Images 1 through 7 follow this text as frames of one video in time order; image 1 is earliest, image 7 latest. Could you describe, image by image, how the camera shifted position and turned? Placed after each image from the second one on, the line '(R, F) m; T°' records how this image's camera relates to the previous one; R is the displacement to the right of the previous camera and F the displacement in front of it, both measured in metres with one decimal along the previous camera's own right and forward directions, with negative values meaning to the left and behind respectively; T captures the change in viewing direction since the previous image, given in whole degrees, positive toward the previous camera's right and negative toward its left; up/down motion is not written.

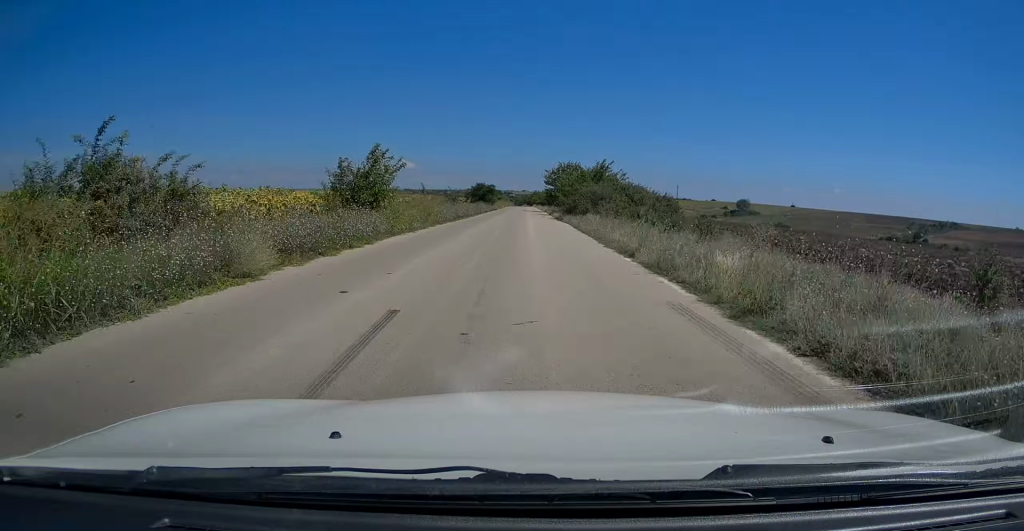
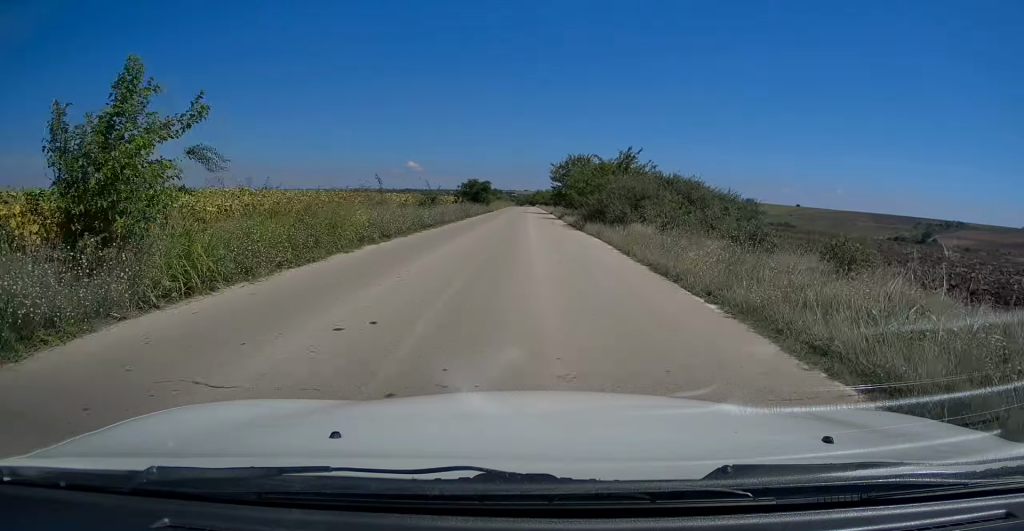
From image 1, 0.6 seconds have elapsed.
(0.0, +13.0) m; 0°
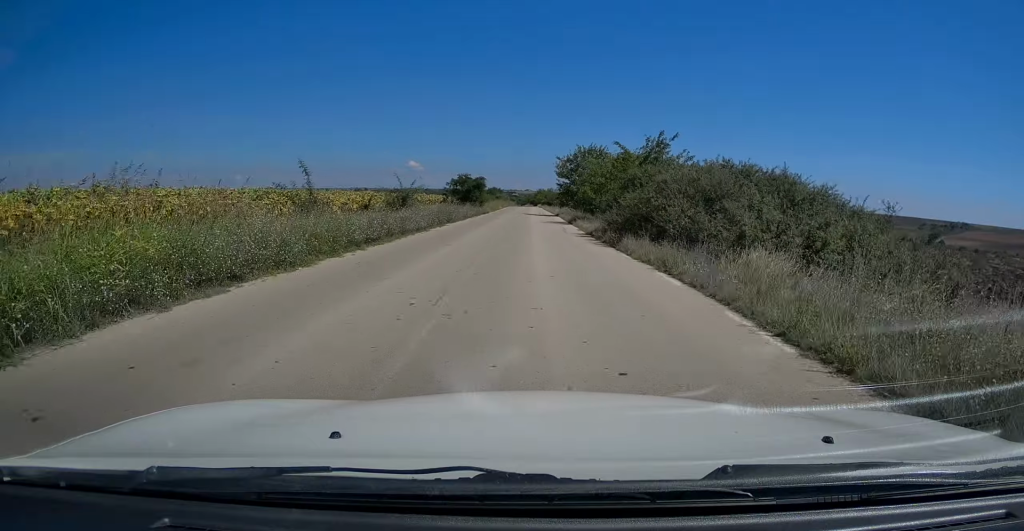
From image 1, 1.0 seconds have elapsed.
(-0.1, +9.9) m; 0°
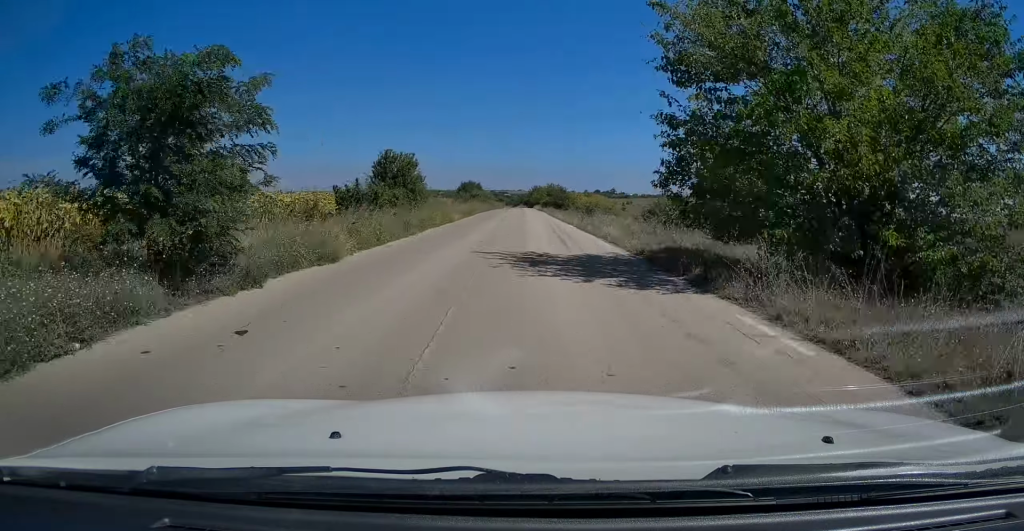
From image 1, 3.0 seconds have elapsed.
(-0.4, +43.9) m; 0°
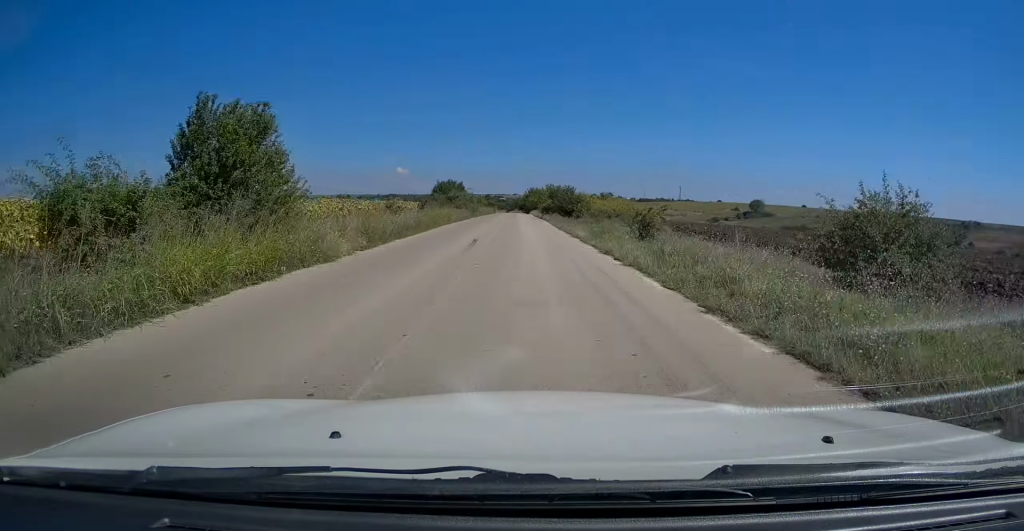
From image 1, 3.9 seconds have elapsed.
(+0.5, +19.7) m; +1°
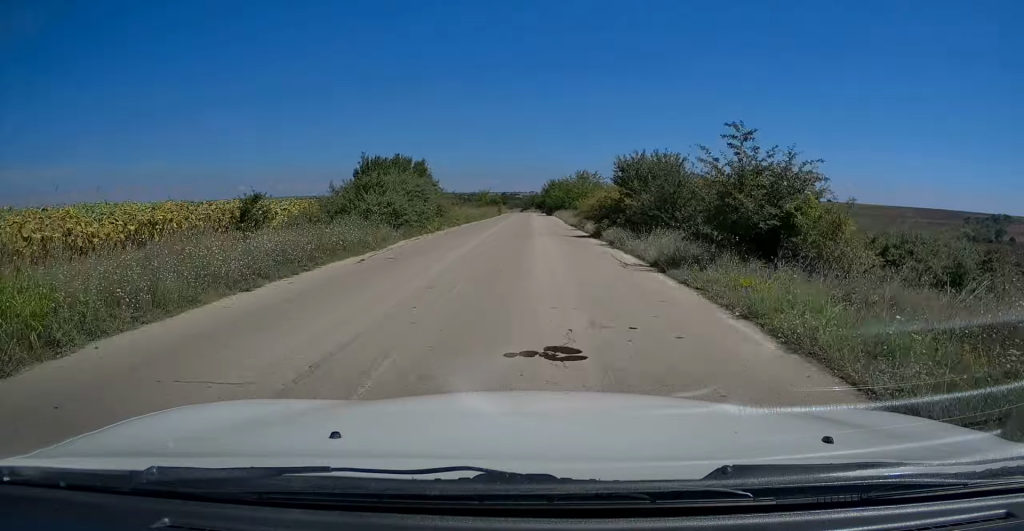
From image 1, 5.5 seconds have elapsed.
(-0.5, +35.8) m; -1°
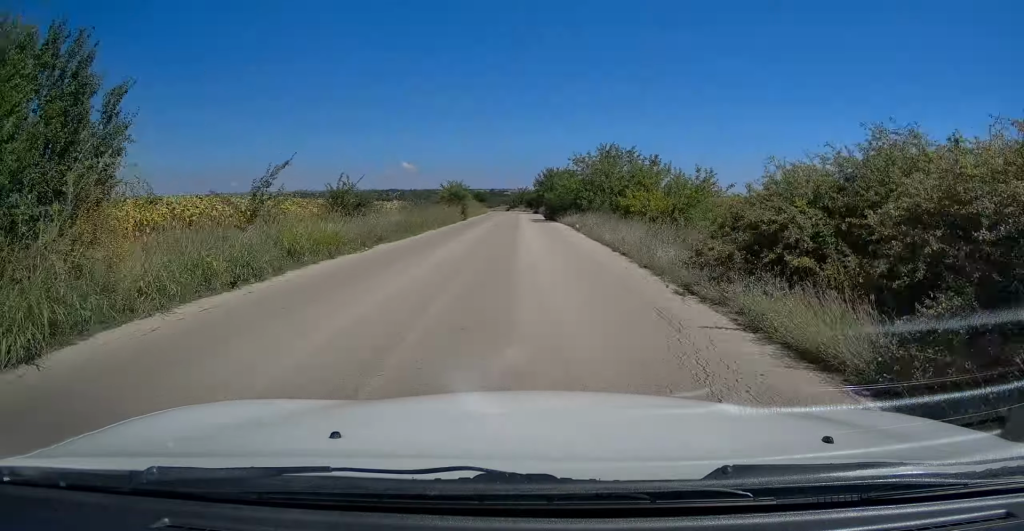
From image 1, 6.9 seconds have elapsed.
(+0.1, +30.3) m; +1°
